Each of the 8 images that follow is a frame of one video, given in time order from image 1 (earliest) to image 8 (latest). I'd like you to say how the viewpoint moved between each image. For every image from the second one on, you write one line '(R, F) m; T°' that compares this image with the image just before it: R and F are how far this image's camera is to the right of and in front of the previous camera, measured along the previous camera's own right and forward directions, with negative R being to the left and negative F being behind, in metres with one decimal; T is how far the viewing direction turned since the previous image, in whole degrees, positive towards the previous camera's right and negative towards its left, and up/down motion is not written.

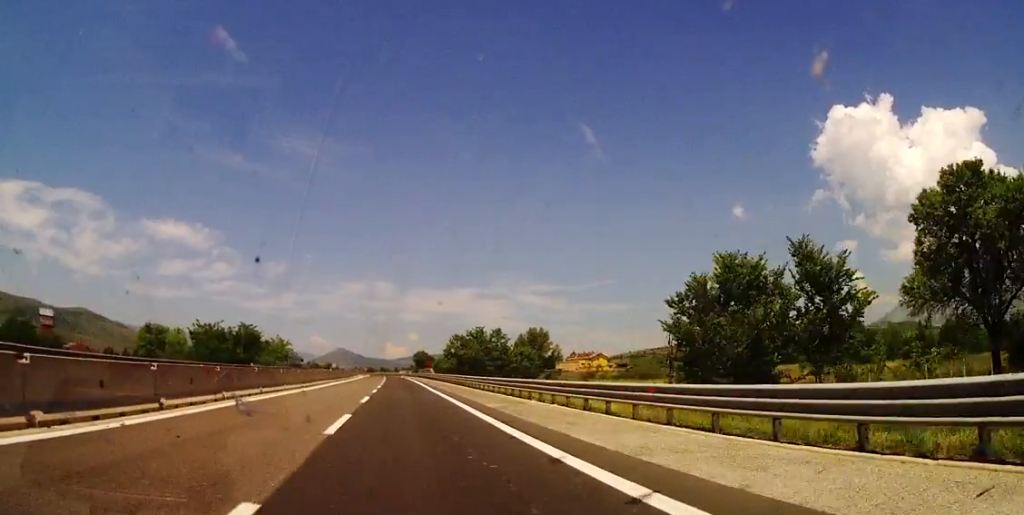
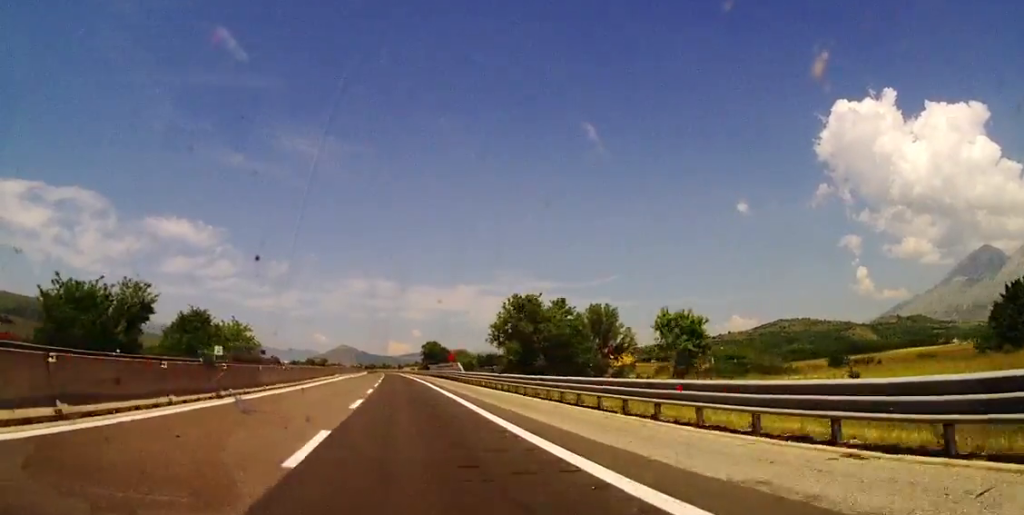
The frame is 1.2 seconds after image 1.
(+0.3, +41.9) m; 0°
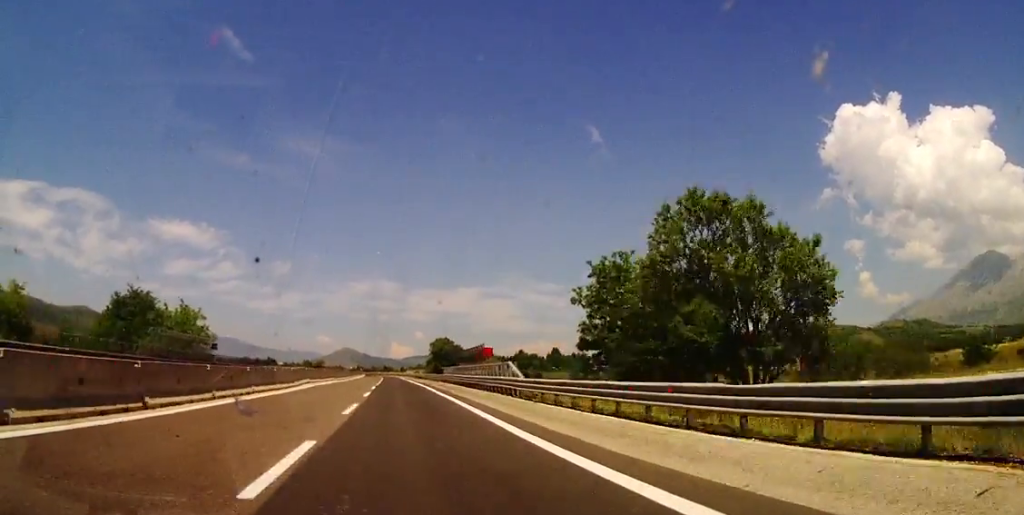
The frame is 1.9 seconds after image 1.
(-0.3, +26.3) m; 0°
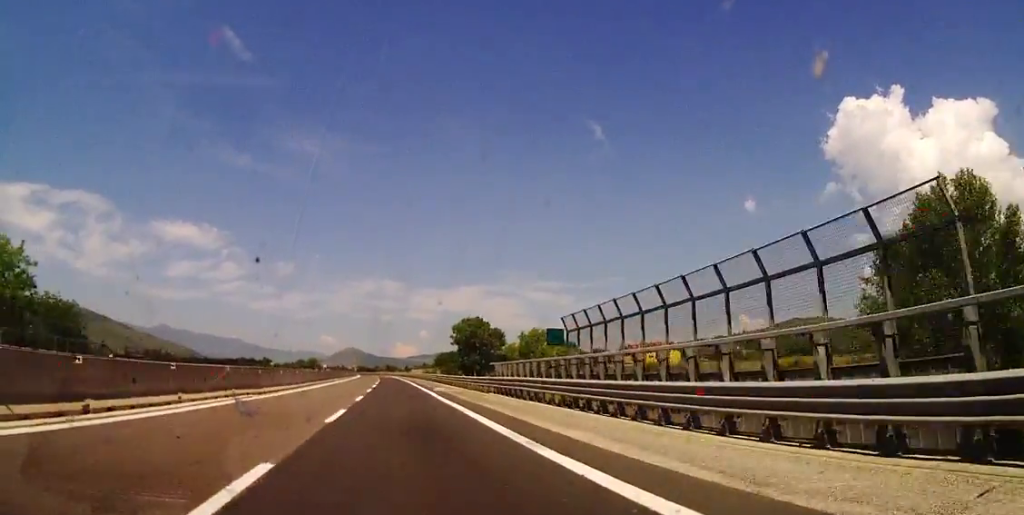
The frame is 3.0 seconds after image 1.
(+0.1, +39.6) m; +1°
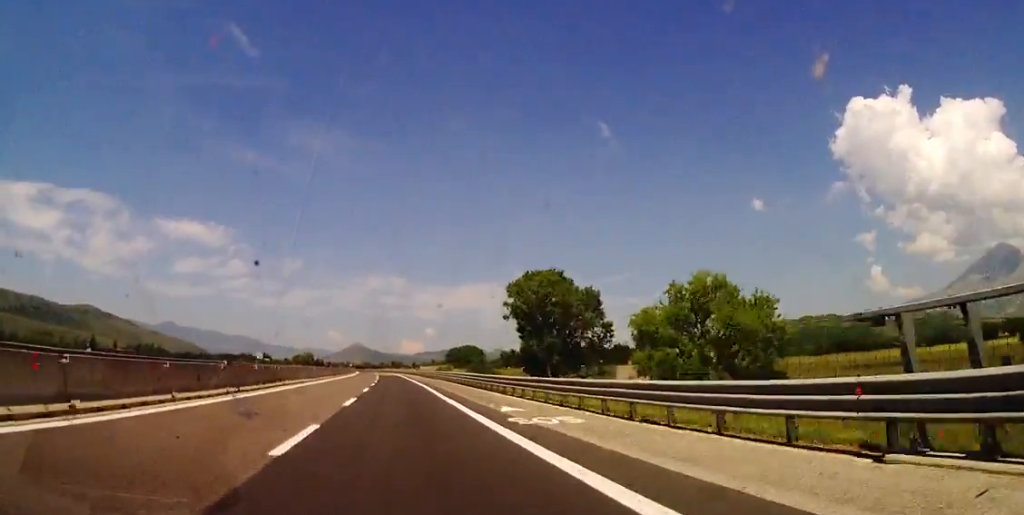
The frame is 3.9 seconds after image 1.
(+0.2, +31.3) m; 0°
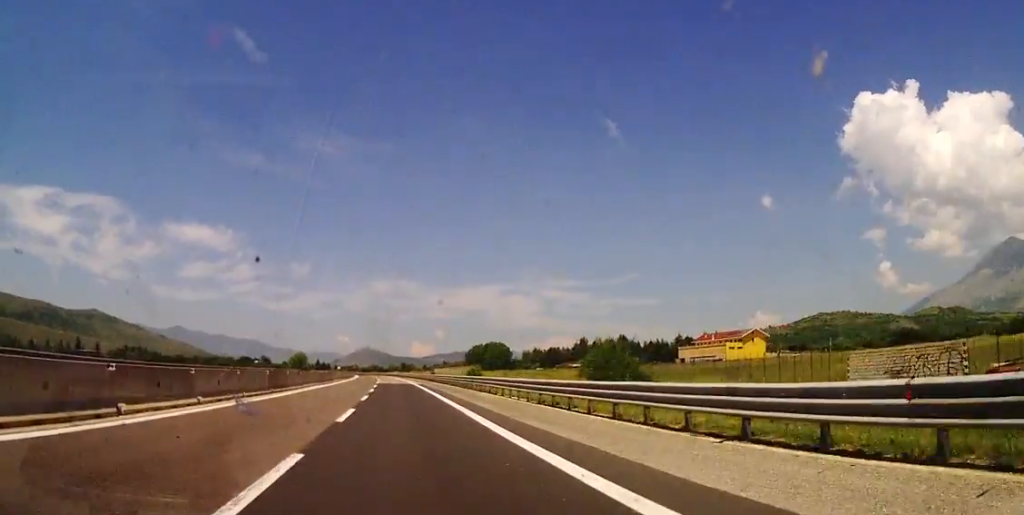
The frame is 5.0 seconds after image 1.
(-0.5, +41.3) m; -1°
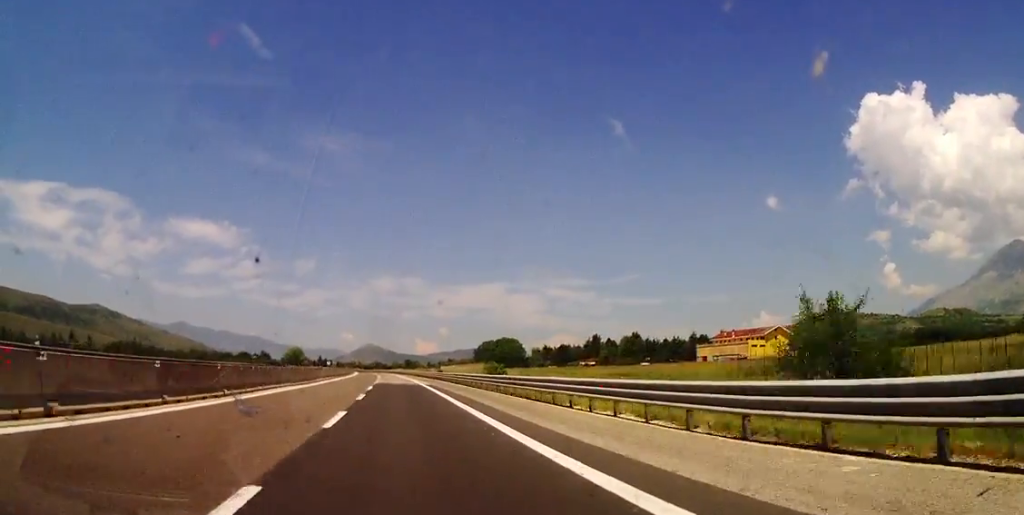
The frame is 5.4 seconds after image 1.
(-0.1, +15.8) m; 0°
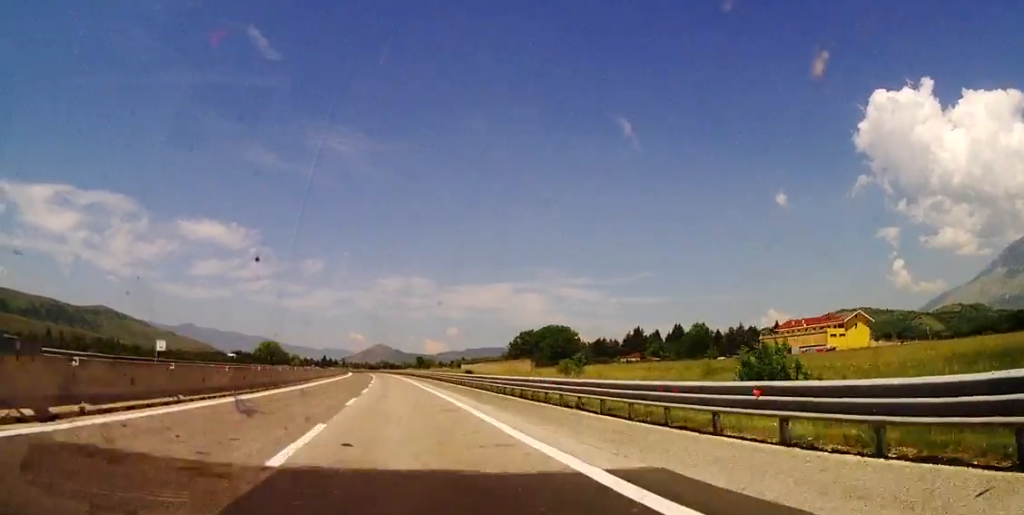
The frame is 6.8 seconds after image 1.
(-0.1, +48.7) m; 0°
